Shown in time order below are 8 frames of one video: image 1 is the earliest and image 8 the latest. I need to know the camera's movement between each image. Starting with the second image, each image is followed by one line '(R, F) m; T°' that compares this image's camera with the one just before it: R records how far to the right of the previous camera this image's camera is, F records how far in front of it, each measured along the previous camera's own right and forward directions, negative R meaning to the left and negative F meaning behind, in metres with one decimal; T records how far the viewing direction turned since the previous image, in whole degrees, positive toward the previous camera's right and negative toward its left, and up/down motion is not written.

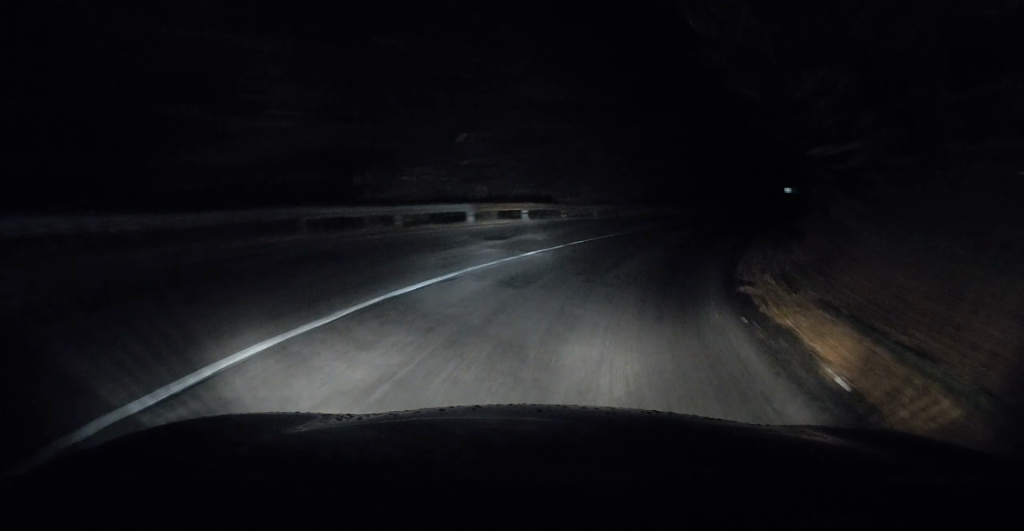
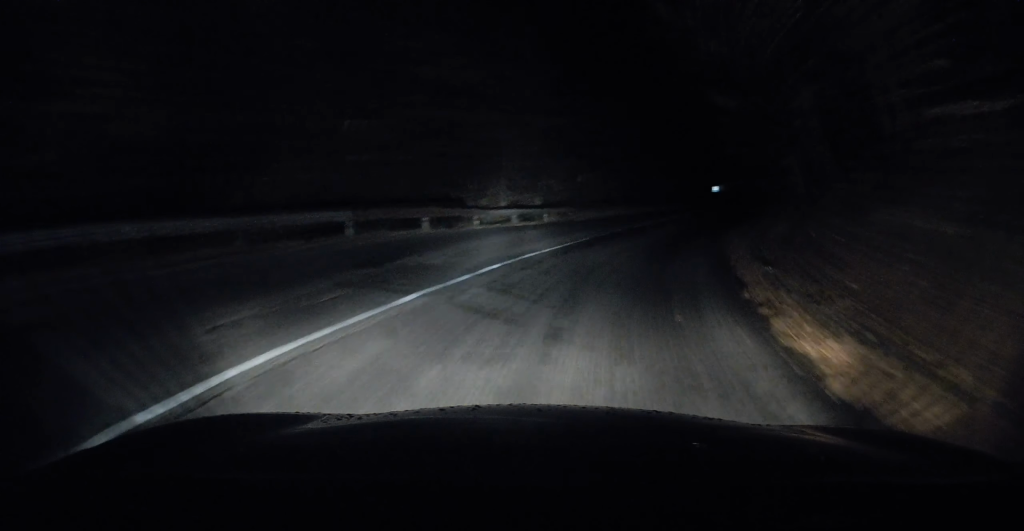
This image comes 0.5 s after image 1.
(+0.3, +5.4) m; +3°
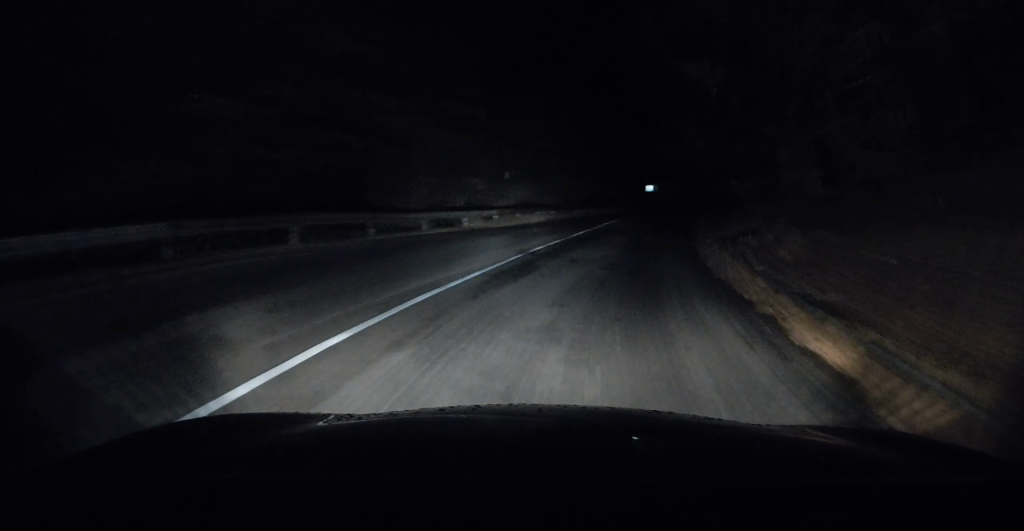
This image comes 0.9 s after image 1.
(0.0, +5.4) m; +4°
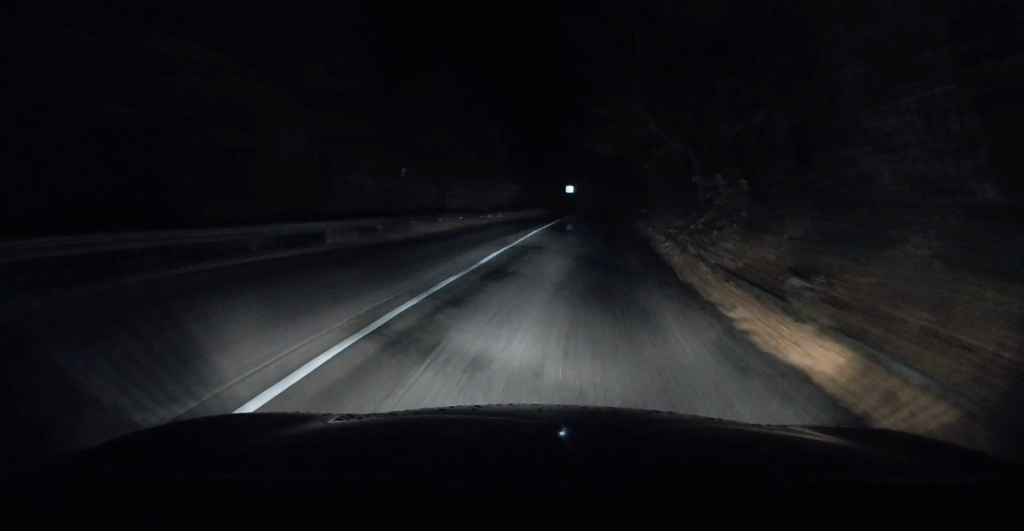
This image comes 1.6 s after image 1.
(+0.5, +6.9) m; +12°
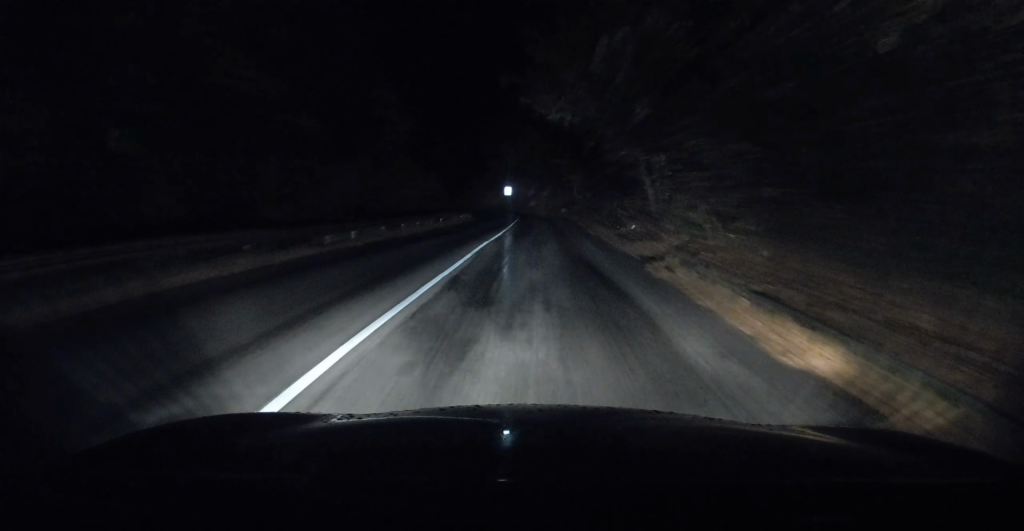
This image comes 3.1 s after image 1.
(+4.4, +16.1) m; +23°
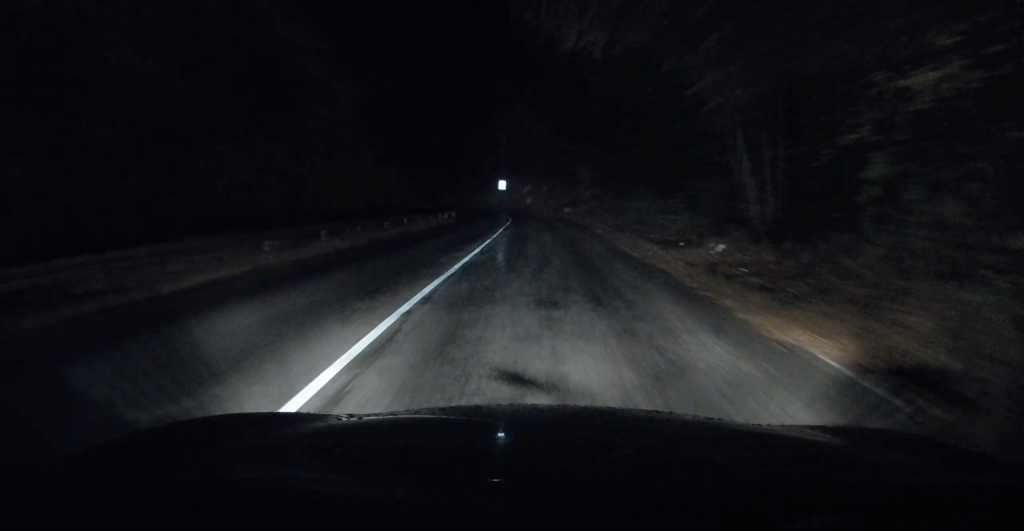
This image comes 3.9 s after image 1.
(+0.2, +10.1) m; +2°
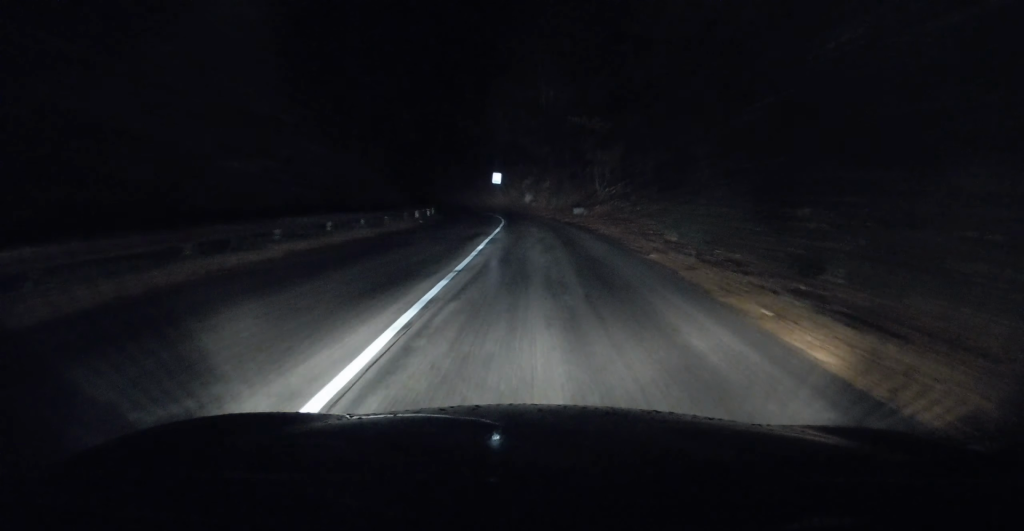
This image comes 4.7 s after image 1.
(+0.2, +10.7) m; +2°
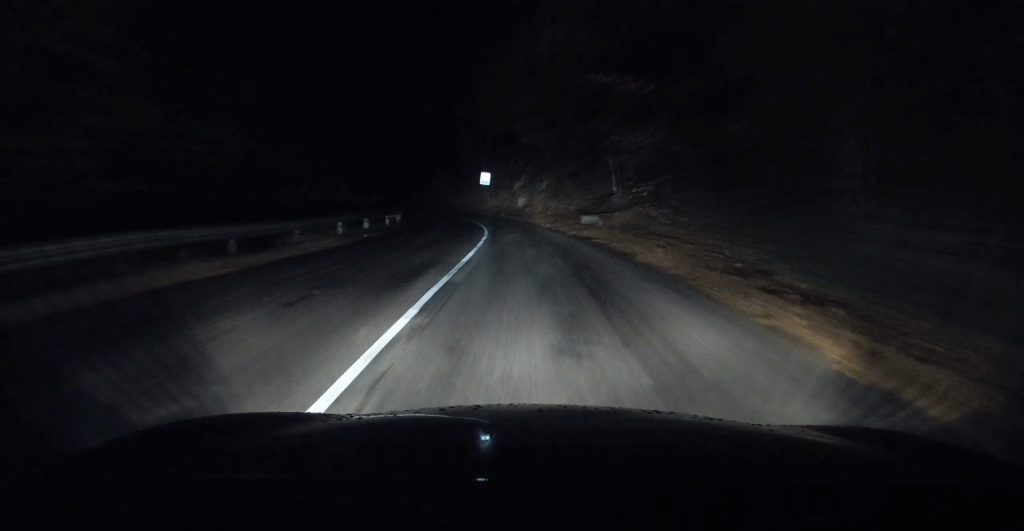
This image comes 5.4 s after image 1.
(+0.3, +9.3) m; +2°
